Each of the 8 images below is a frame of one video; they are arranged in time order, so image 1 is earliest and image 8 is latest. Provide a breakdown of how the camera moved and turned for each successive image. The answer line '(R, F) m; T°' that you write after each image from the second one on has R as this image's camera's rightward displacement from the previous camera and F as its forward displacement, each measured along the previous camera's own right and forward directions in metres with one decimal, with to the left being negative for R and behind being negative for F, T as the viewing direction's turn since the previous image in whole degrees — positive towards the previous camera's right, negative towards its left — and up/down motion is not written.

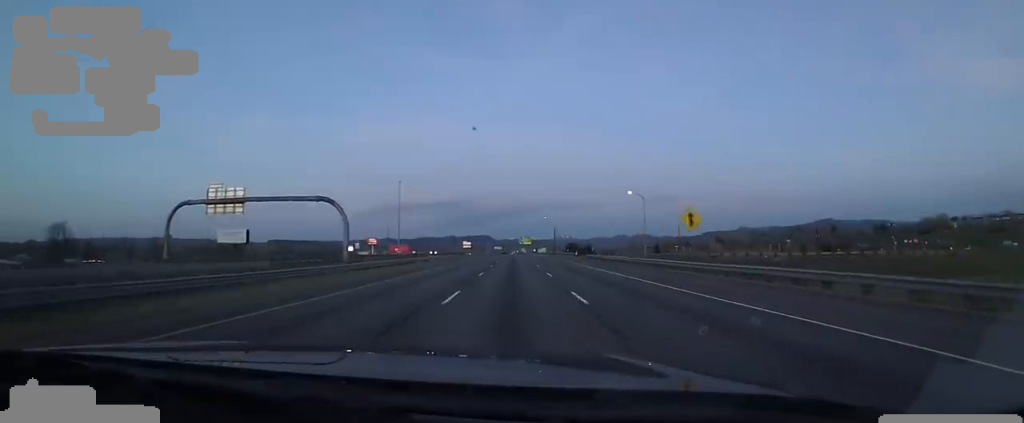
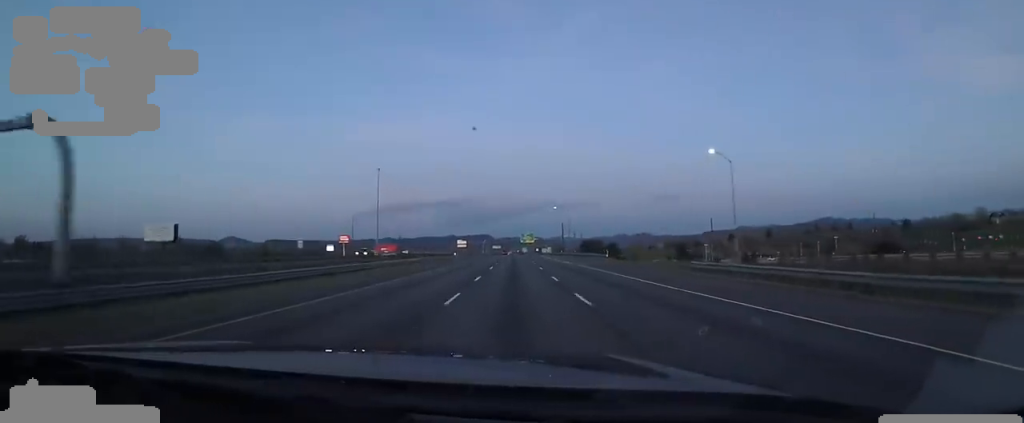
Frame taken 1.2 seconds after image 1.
(-0.5, +36.1) m; -1°
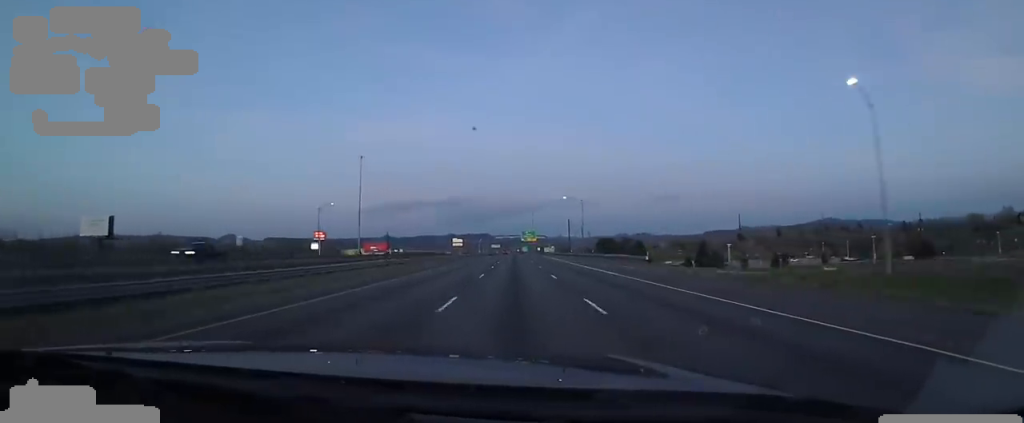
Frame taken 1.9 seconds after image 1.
(-0.2, +23.1) m; 0°
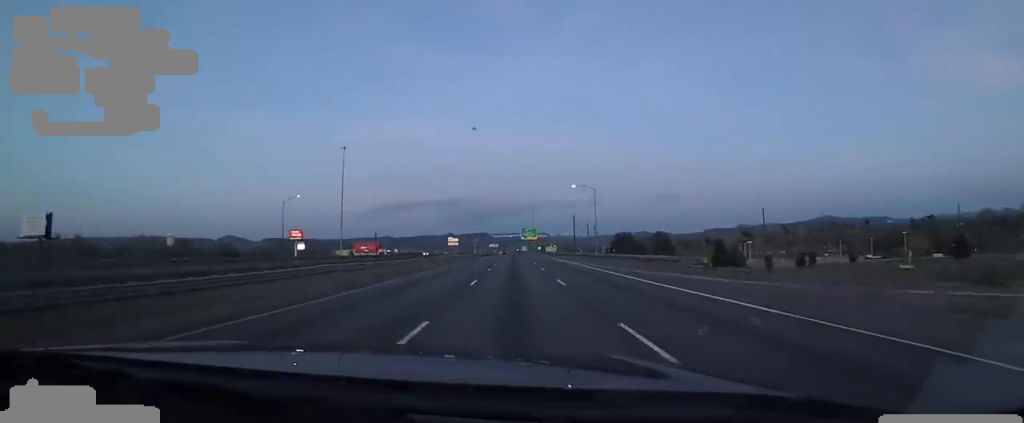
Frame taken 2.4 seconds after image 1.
(0.0, +16.8) m; 0°
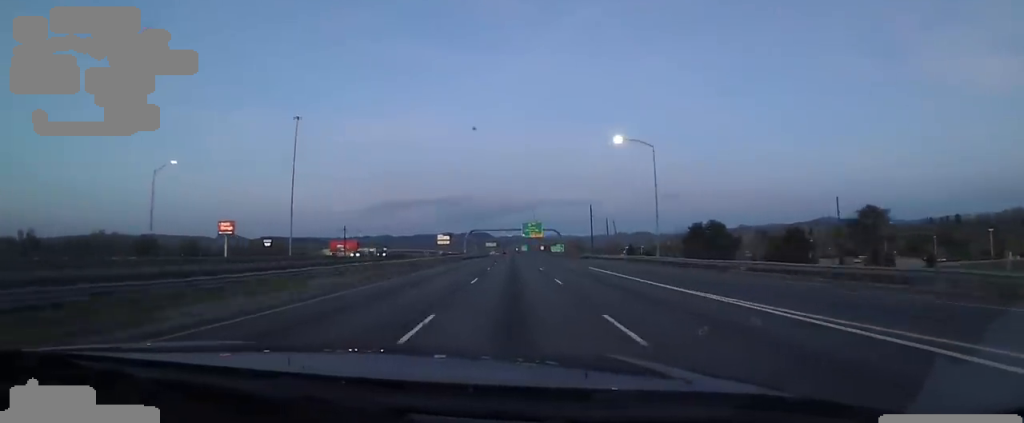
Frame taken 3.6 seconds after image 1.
(-0.2, +35.9) m; -1°
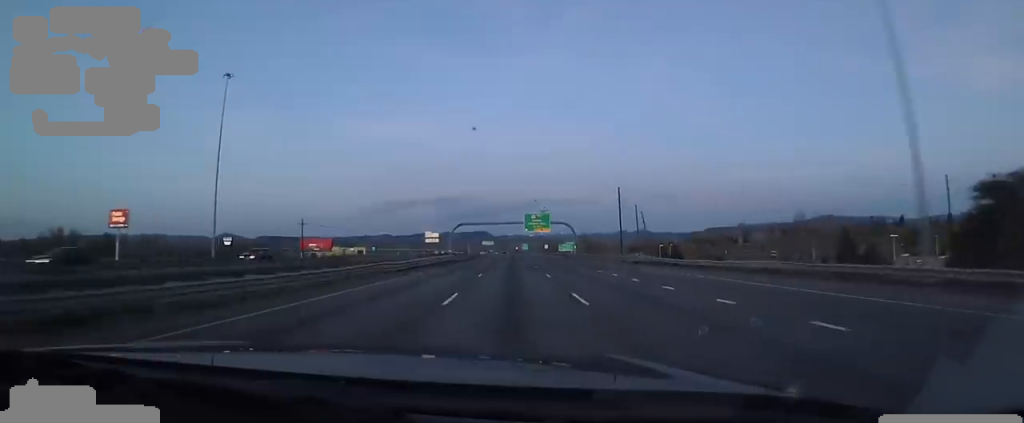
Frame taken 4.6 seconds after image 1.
(+0.1, +32.6) m; +1°
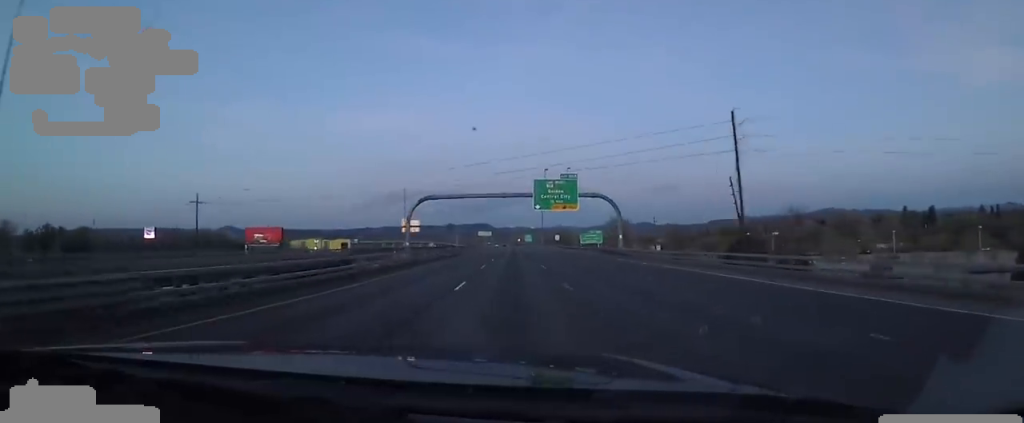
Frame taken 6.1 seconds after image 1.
(+0.9, +44.9) m; -1°
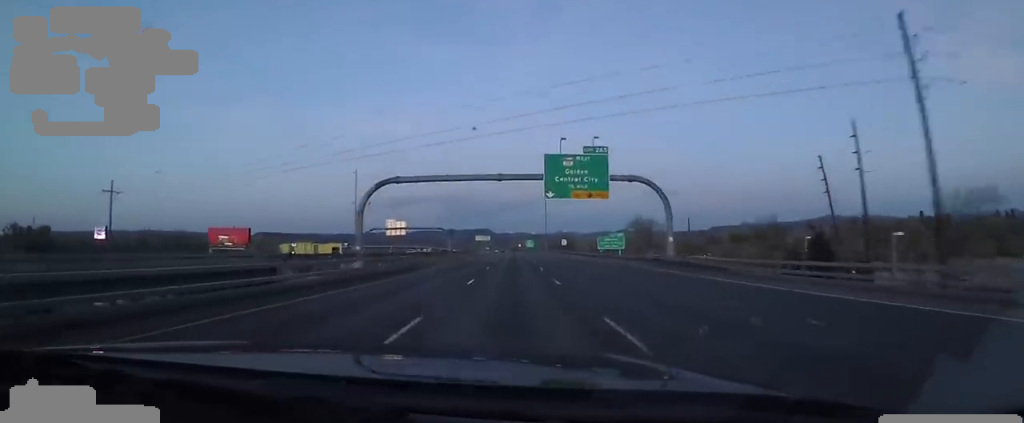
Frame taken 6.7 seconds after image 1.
(-0.8, +20.3) m; 0°
